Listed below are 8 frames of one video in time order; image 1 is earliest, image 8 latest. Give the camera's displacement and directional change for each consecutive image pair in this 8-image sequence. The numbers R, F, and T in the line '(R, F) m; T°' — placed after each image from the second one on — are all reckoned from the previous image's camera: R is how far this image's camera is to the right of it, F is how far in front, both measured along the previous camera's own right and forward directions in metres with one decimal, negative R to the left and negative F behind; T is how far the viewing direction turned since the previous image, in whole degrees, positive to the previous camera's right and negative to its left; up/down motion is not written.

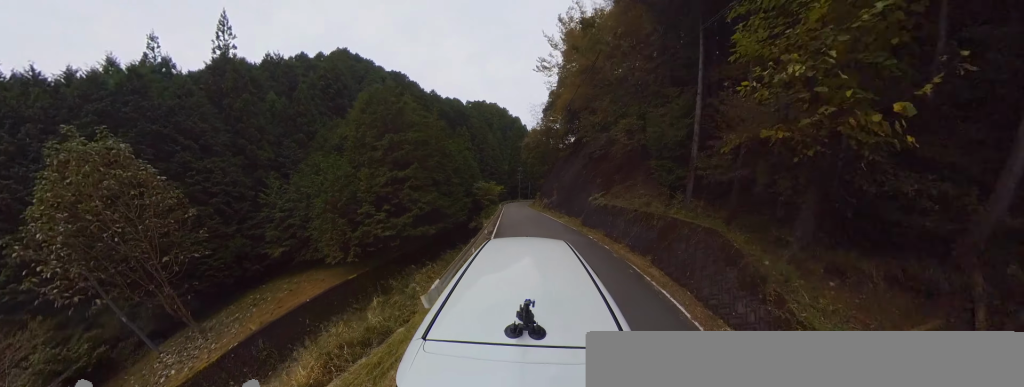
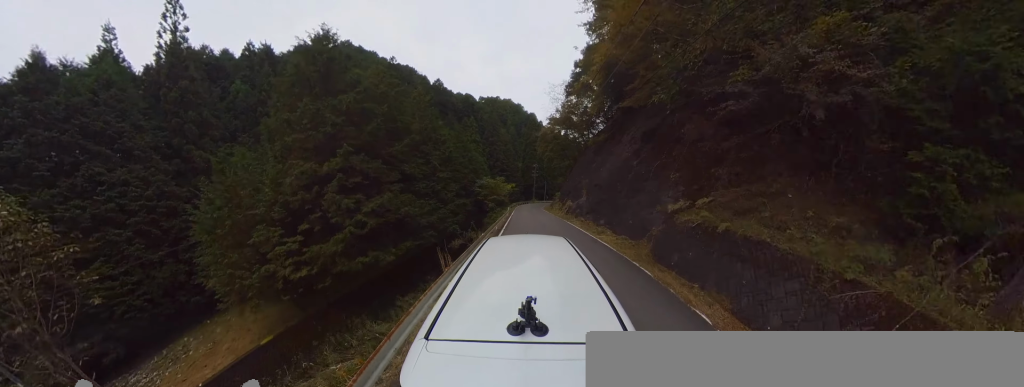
(-0.5, +7.6) m; -4°
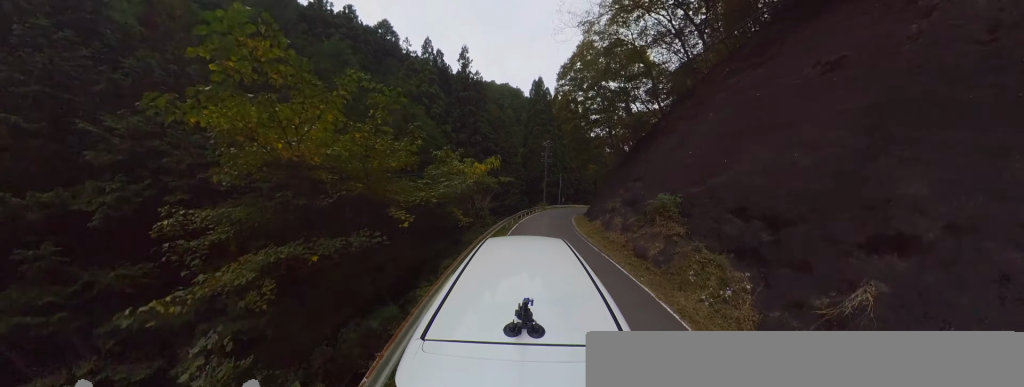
(+1.5, +22.4) m; +15°
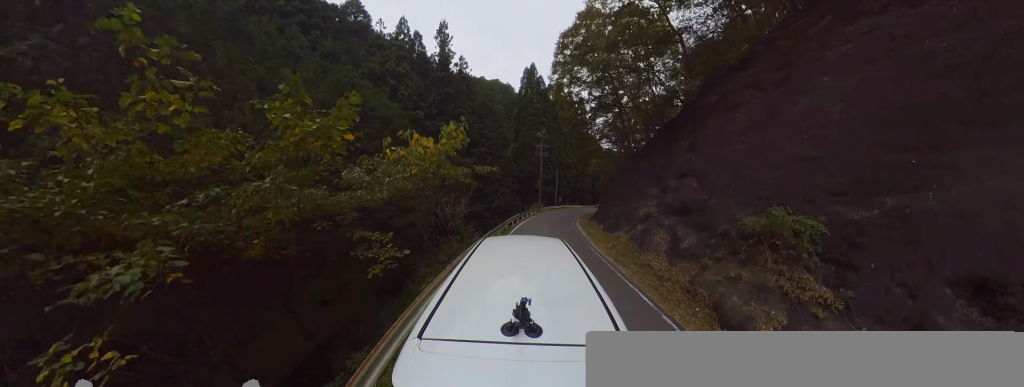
(+0.2, +4.5) m; +3°
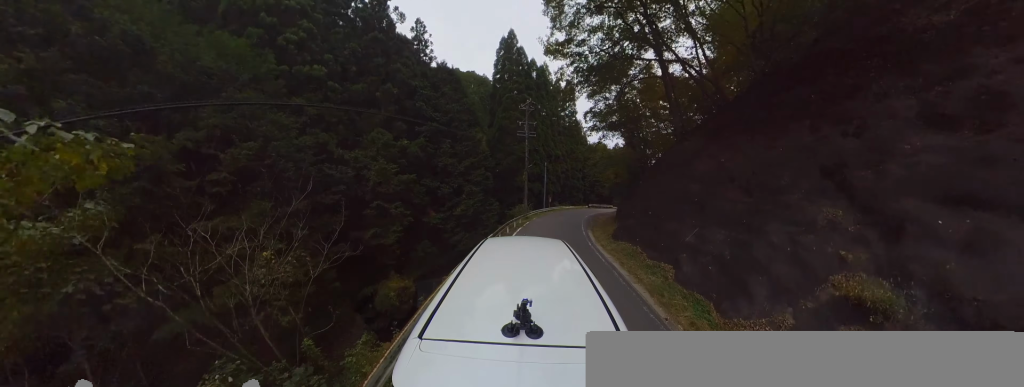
(0.0, +8.3) m; +2°
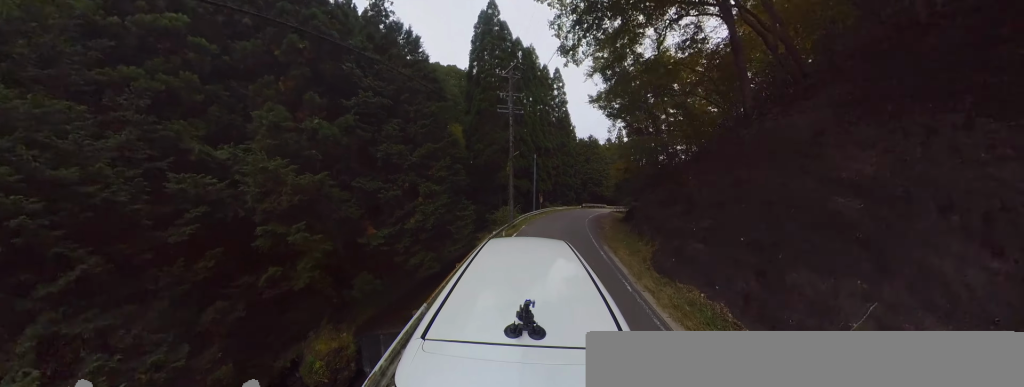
(-0.2, +5.1) m; +6°
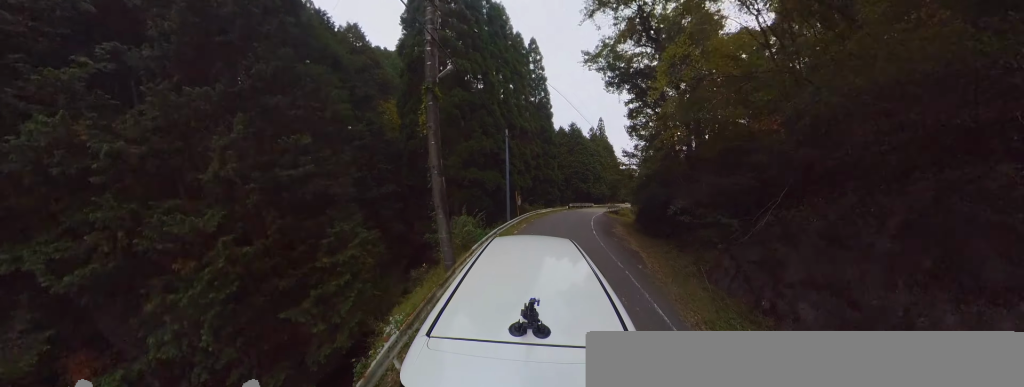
(+1.0, +8.0) m; +8°
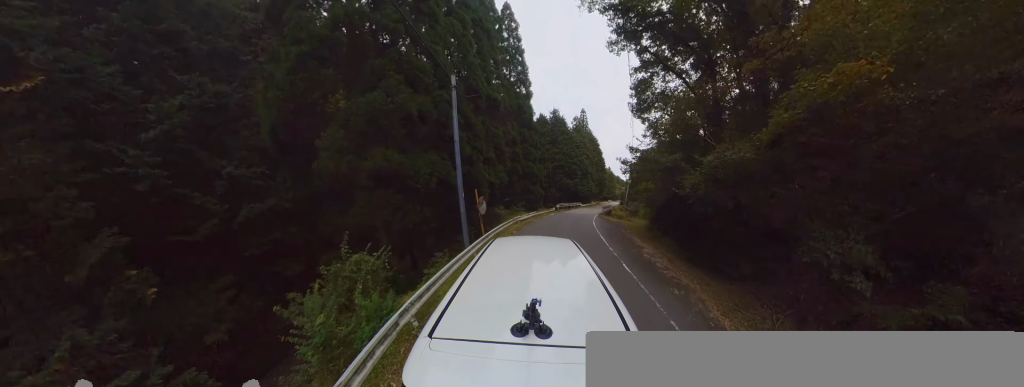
(+0.4, +6.8) m; +6°
